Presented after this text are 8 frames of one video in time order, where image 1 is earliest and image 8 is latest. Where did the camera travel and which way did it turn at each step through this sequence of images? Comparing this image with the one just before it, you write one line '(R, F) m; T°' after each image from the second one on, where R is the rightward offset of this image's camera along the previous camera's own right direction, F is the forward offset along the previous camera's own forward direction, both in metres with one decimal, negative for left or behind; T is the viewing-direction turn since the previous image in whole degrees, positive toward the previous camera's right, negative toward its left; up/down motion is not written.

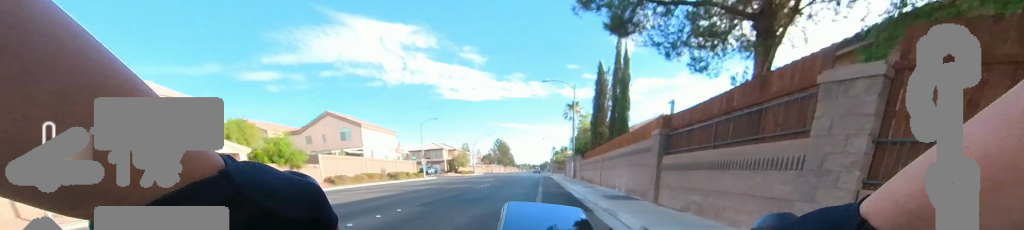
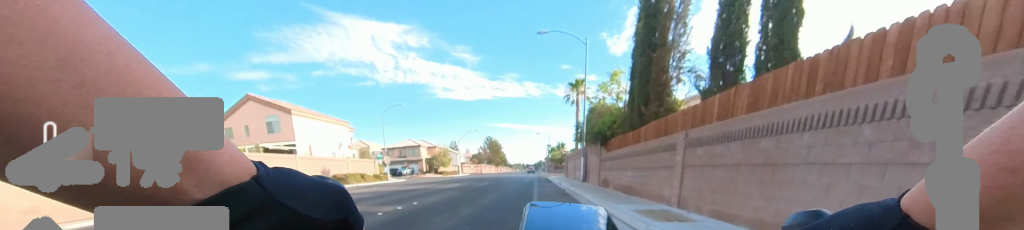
(0.0, +7.2) m; 0°
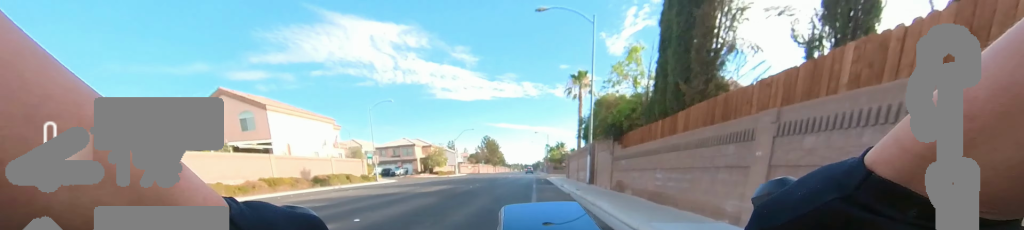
(0.0, +2.7) m; 0°
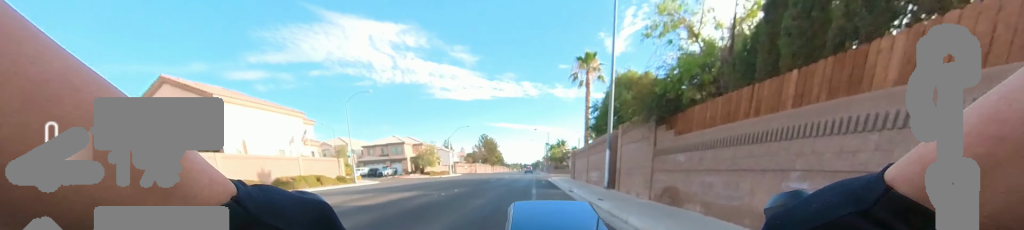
(0.0, +4.9) m; 0°
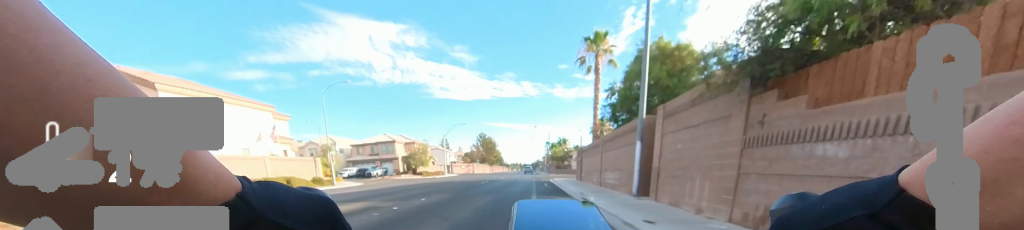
(0.0, +4.9) m; 0°
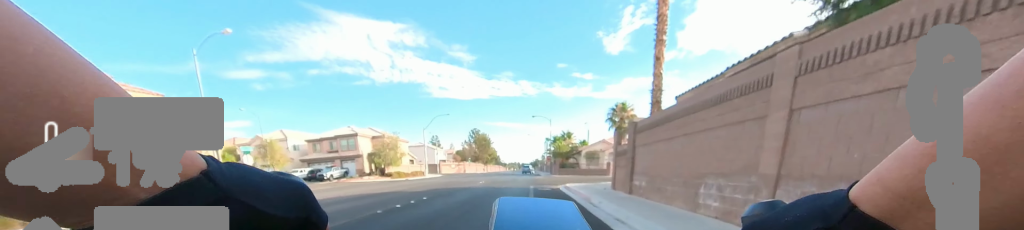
(0.0, +13.6) m; 0°
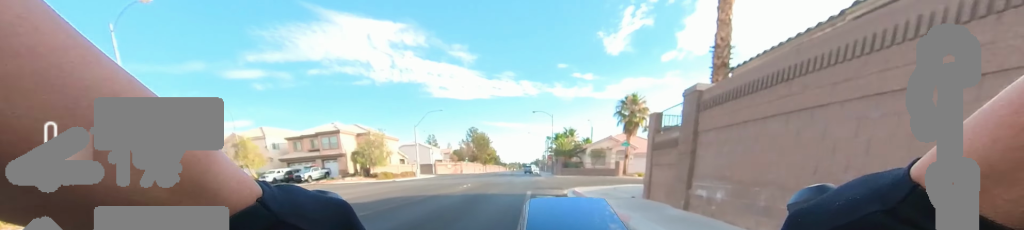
(0.0, +4.4) m; +3°
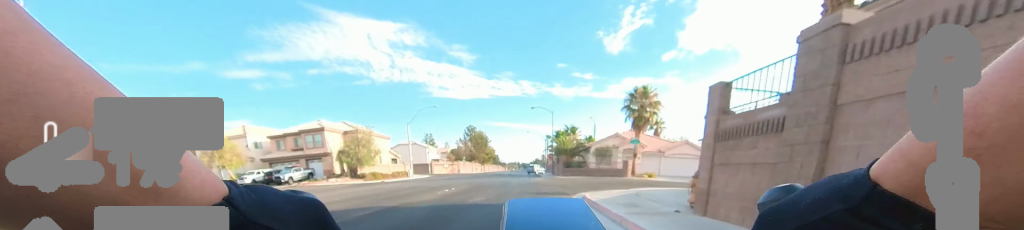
(-0.2, +3.2) m; +5°
